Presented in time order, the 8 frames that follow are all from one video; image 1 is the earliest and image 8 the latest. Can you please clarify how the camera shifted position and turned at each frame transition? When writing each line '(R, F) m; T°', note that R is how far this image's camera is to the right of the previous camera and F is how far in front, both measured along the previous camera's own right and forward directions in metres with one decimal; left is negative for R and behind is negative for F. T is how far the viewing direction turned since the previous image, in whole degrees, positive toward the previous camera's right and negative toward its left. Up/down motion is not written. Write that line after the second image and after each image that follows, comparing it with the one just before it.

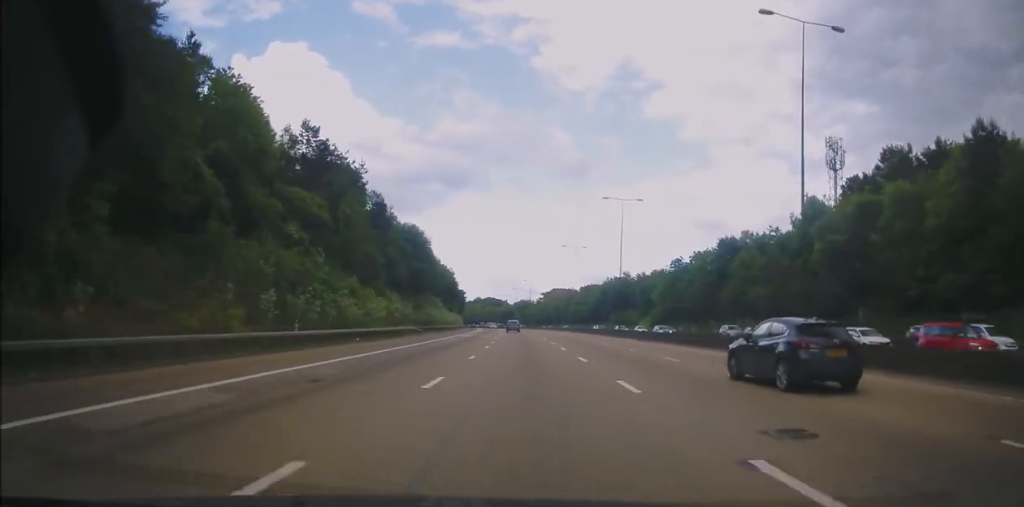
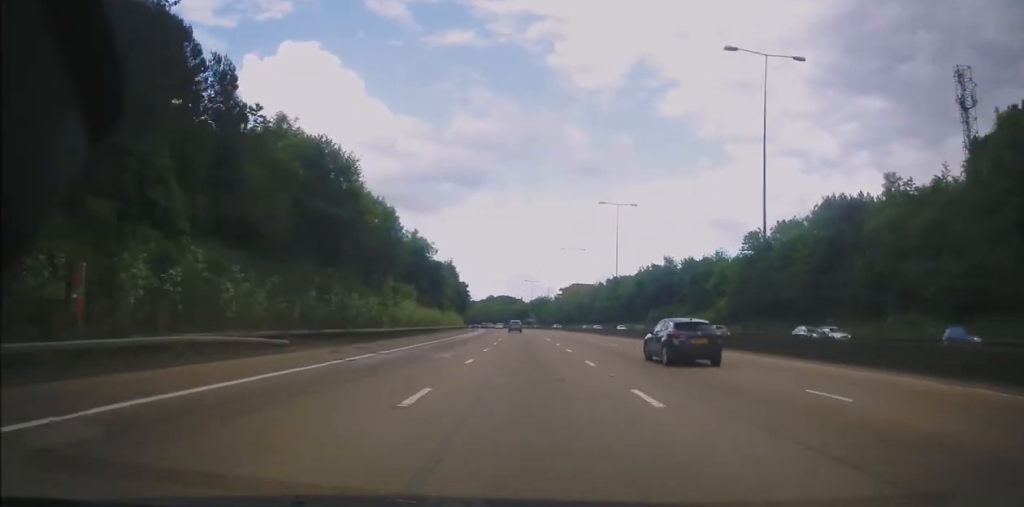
(-0.5, +38.0) m; -1°
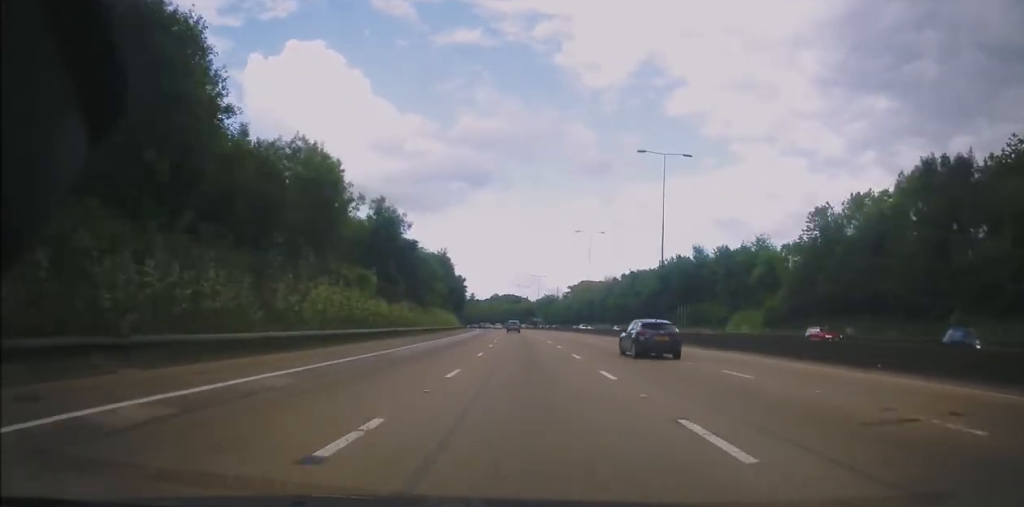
(-0.1, +21.3) m; -1°
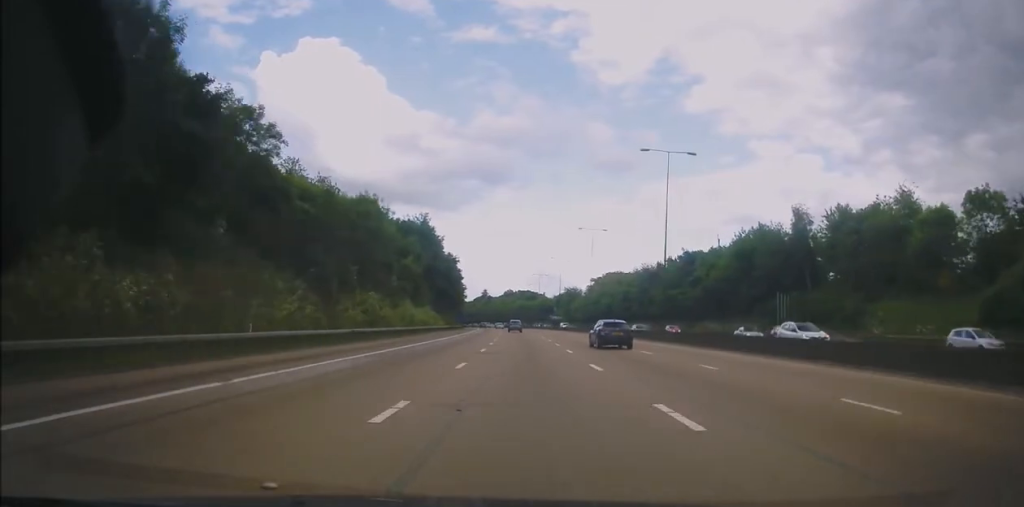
(-0.6, +42.7) m; -2°
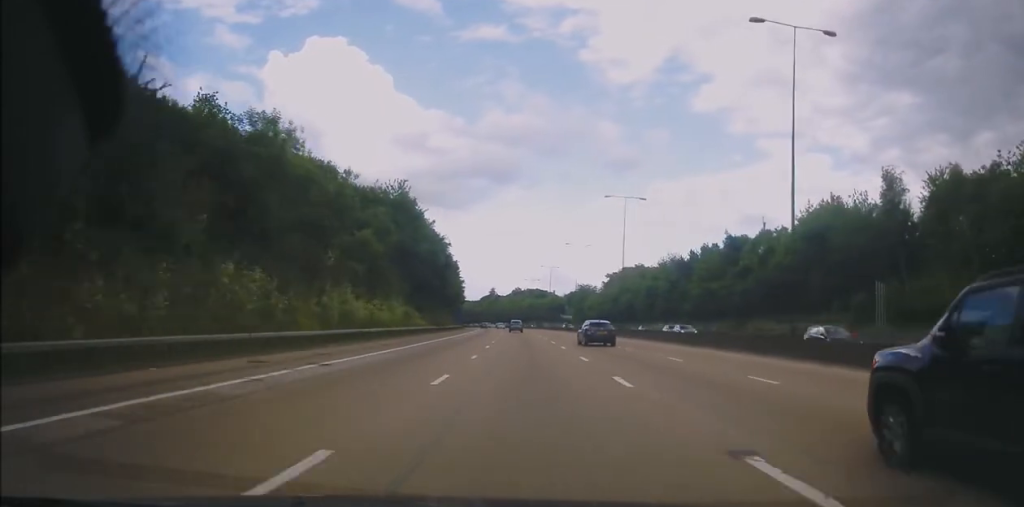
(-0.3, +23.4) m; -1°
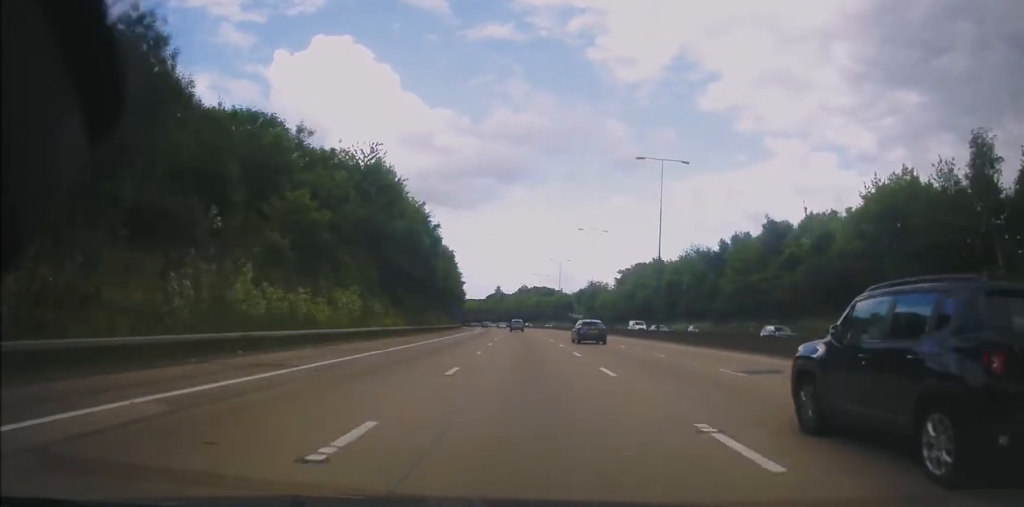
(-0.1, +15.6) m; 0°
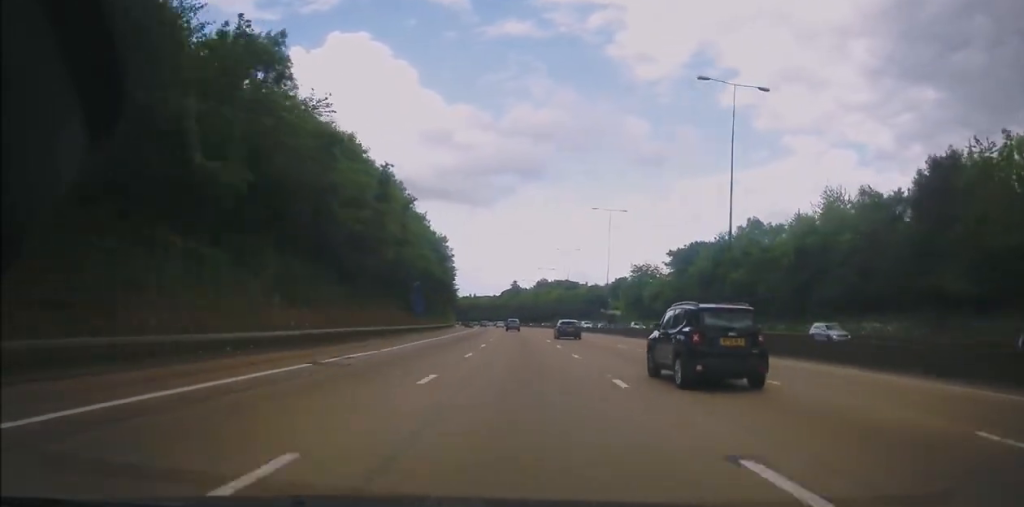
(-1.2, +57.0) m; -3°
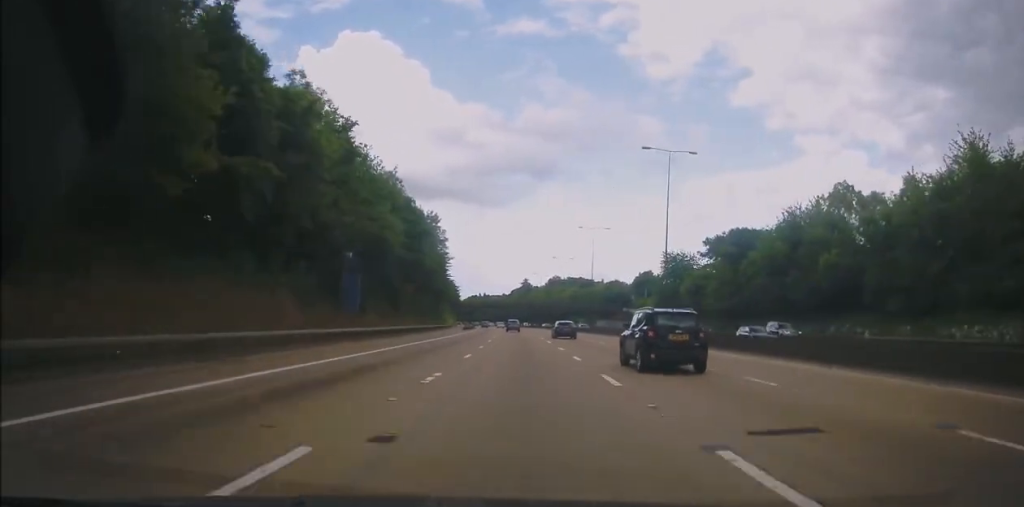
(-0.3, +26.8) m; -1°
